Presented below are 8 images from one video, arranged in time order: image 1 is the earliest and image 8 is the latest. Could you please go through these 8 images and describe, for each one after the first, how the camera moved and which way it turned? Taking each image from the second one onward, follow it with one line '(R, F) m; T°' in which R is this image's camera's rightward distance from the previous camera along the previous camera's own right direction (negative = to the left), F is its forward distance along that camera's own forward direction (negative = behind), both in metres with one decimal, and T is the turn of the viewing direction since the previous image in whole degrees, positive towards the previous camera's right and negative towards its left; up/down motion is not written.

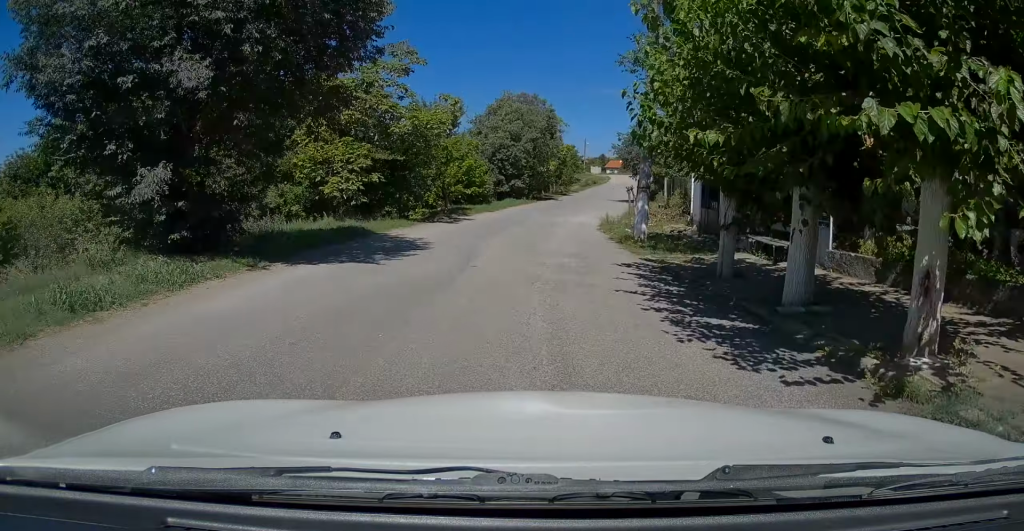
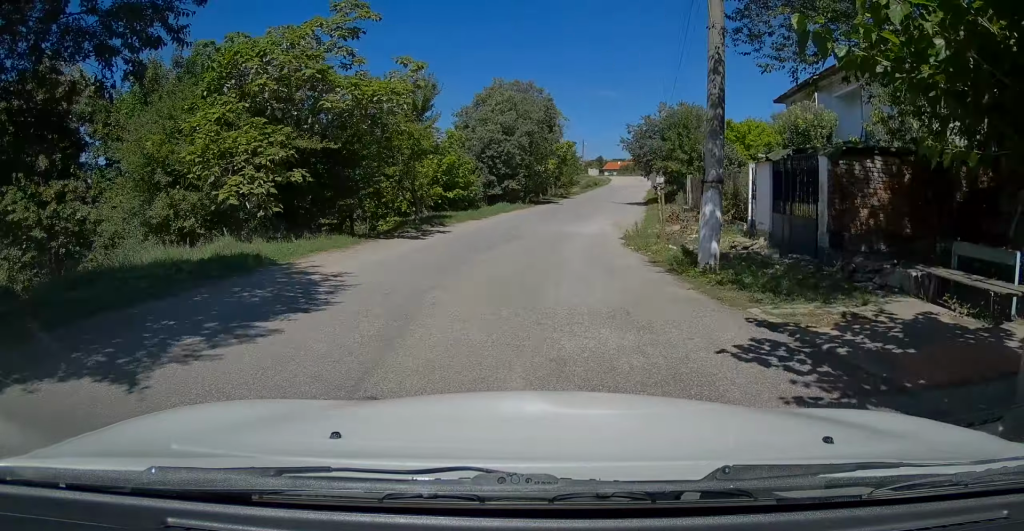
(-0.1, +6.7) m; 0°
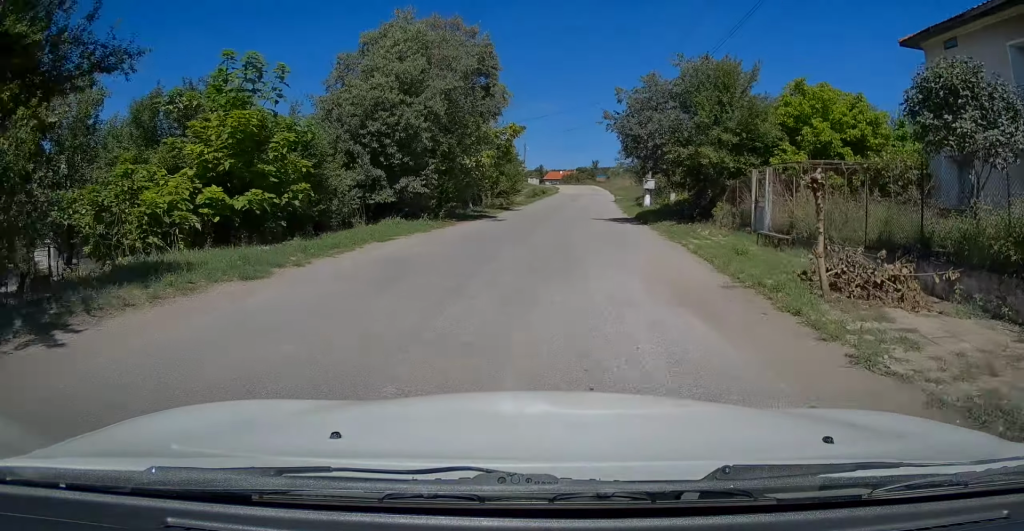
(+0.4, +16.8) m; +3°
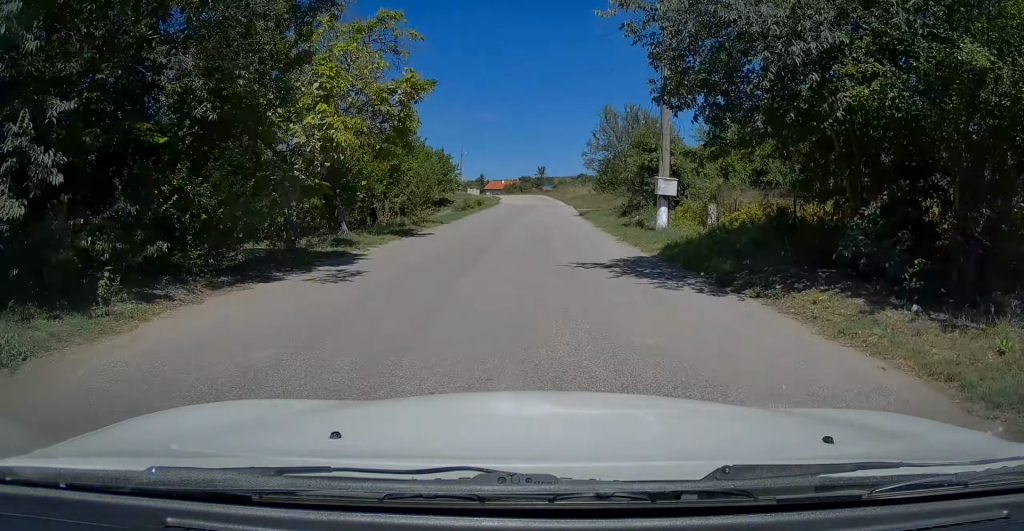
(+0.5, +15.2) m; +3°
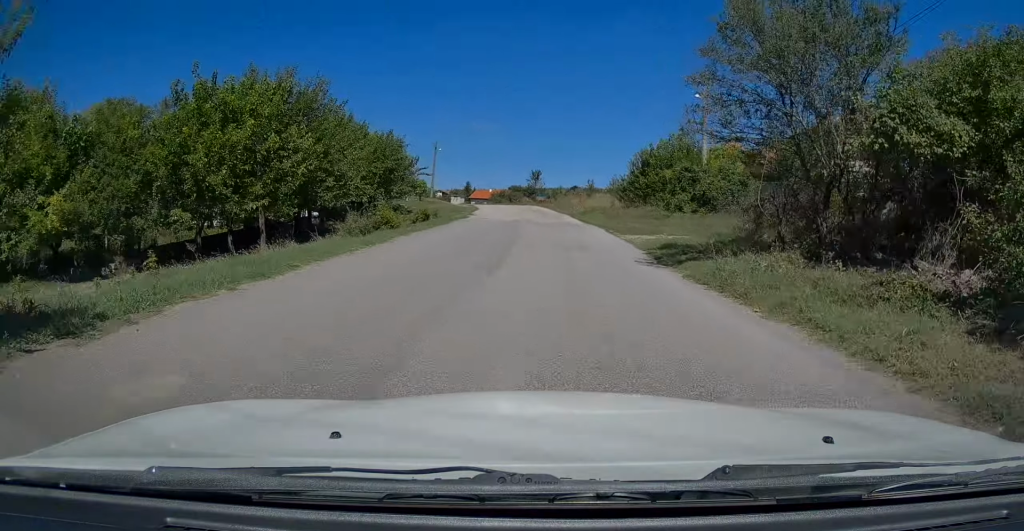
(+0.7, +22.4) m; +3°
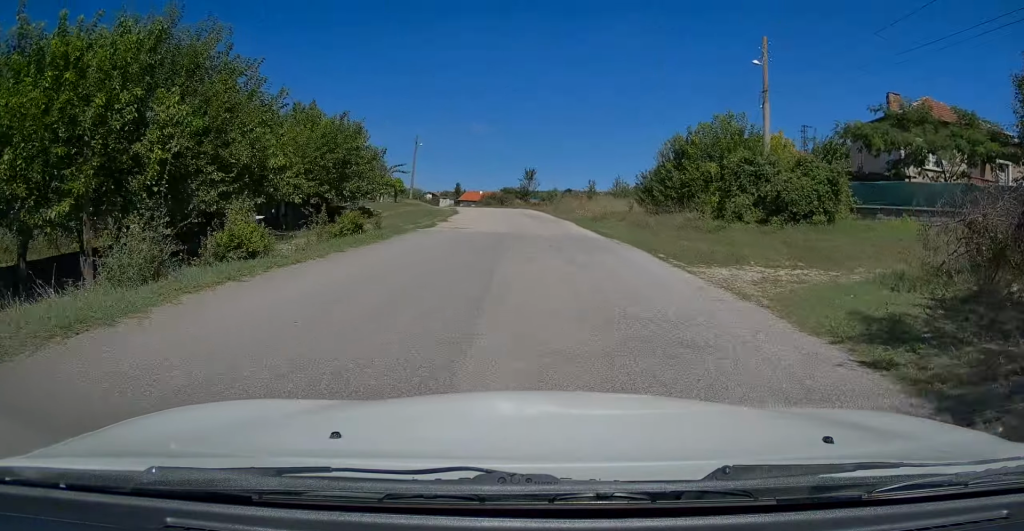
(0.0, +9.9) m; +1°
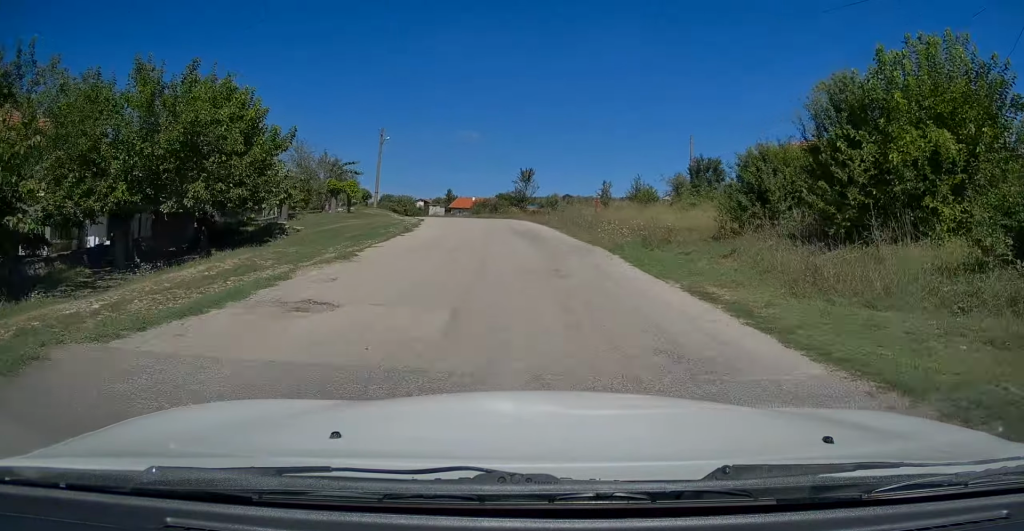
(+0.2, +15.9) m; 0°
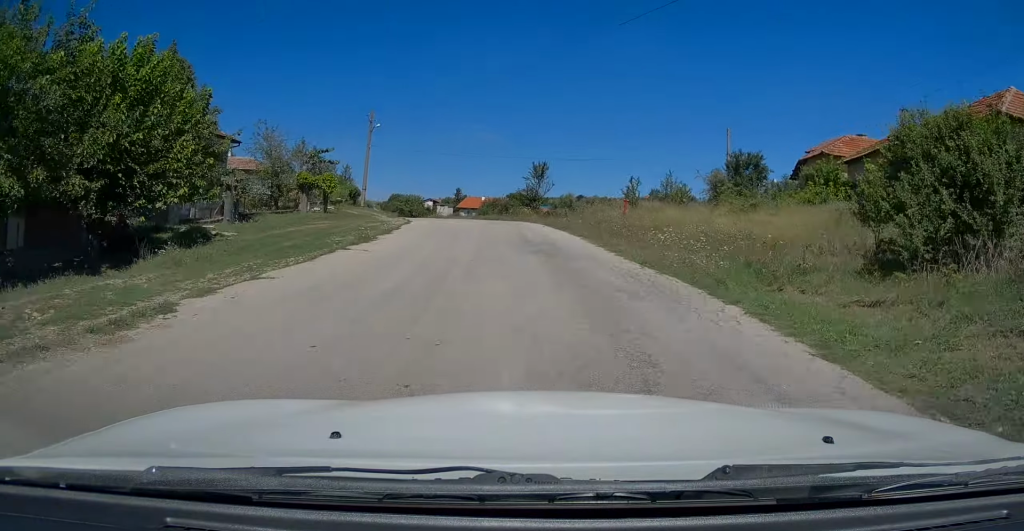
(0.0, +8.4) m; -1°
